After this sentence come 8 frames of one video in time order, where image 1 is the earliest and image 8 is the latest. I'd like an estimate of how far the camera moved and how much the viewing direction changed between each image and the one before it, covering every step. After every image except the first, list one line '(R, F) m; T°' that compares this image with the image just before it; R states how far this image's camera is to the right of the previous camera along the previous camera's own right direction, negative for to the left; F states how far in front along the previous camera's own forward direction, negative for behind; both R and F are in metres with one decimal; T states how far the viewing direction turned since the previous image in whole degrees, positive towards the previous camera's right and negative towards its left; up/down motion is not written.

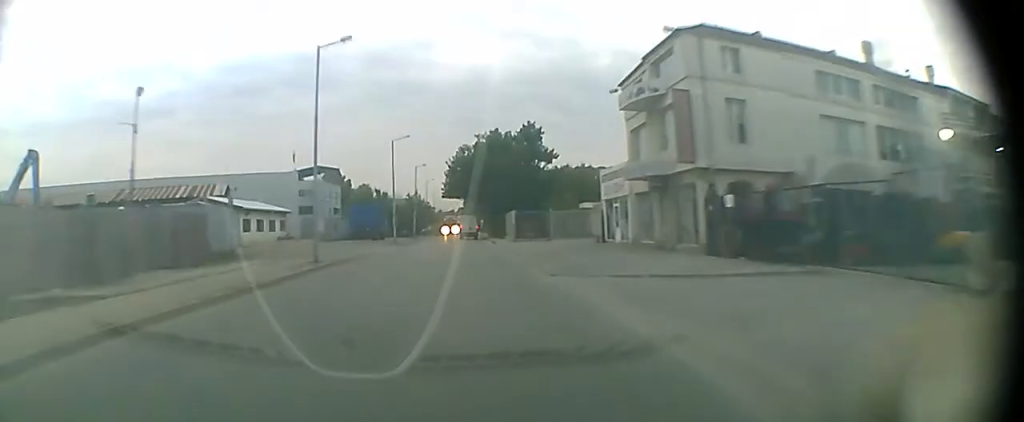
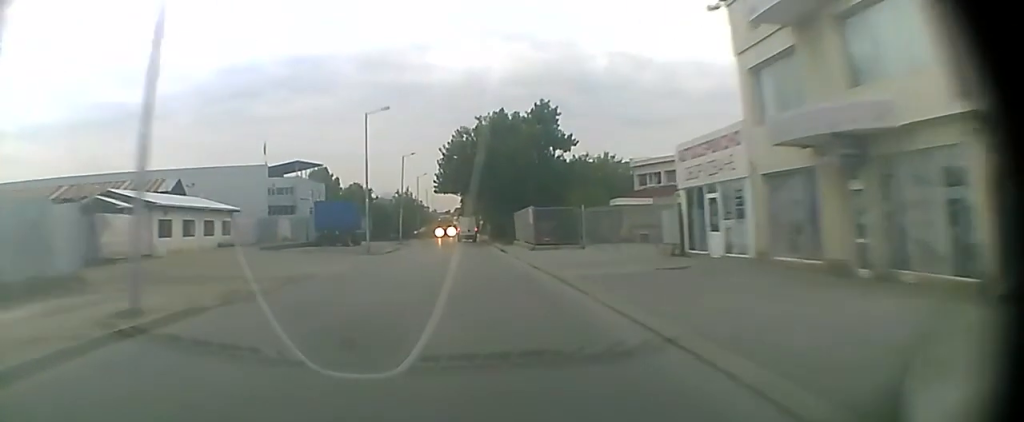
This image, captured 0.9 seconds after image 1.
(0.0, +15.5) m; 0°
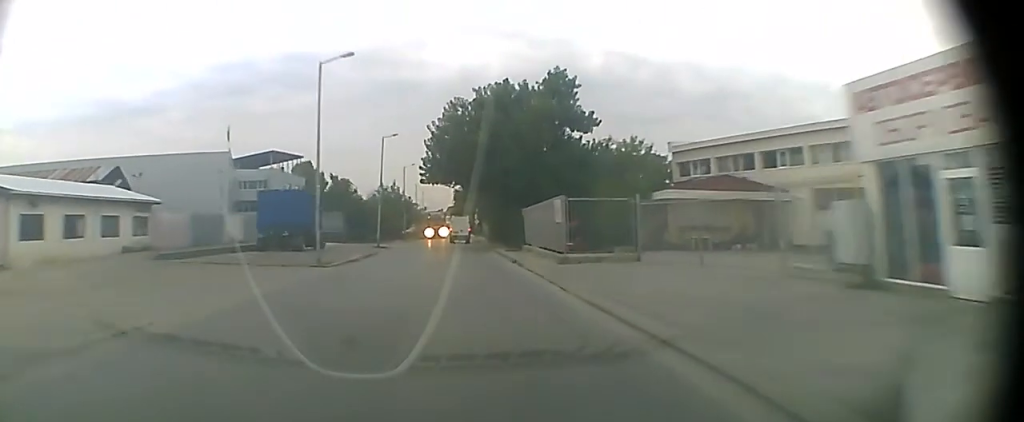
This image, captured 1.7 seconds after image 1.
(0.0, +13.1) m; 0°
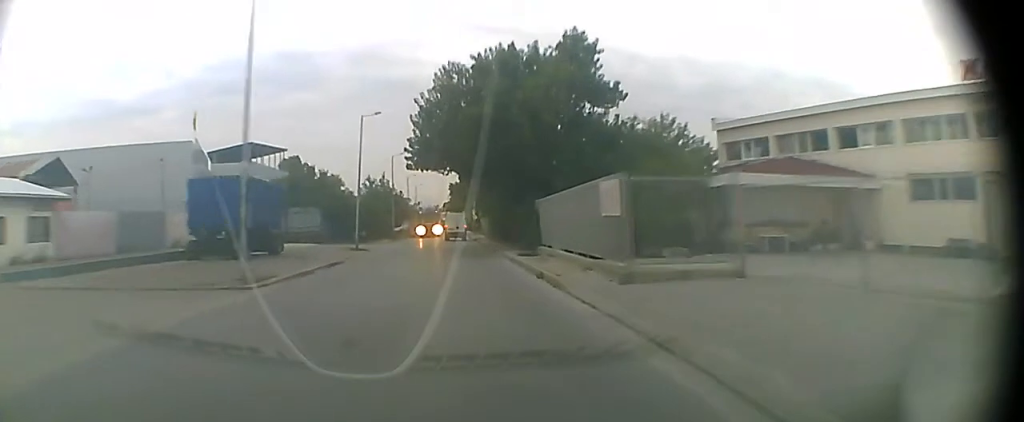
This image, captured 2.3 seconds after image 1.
(0.0, +9.7) m; 0°
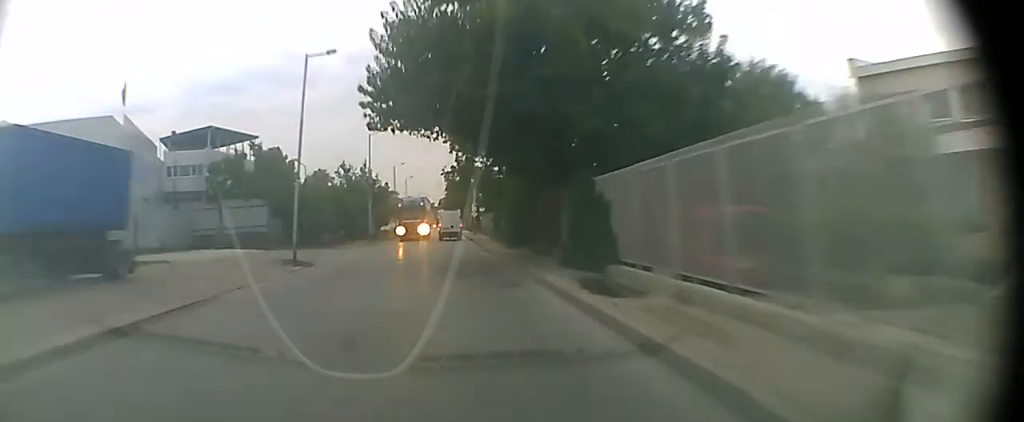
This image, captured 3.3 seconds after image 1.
(+0.1, +15.9) m; +1°
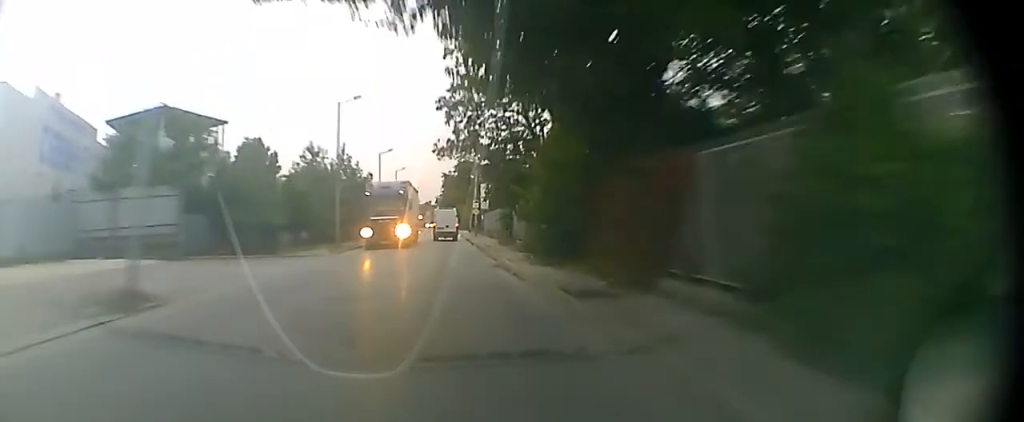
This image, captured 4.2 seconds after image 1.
(0.0, +13.6) m; 0°
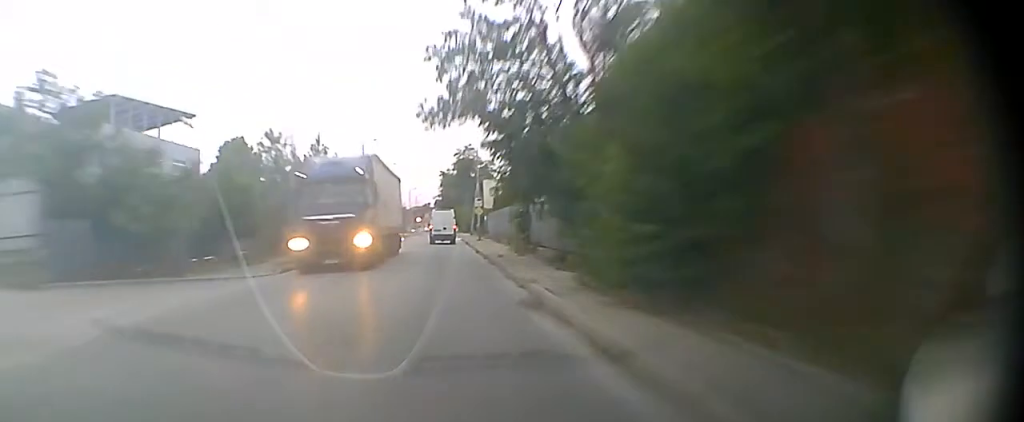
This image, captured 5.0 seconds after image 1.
(0.0, +12.4) m; 0°
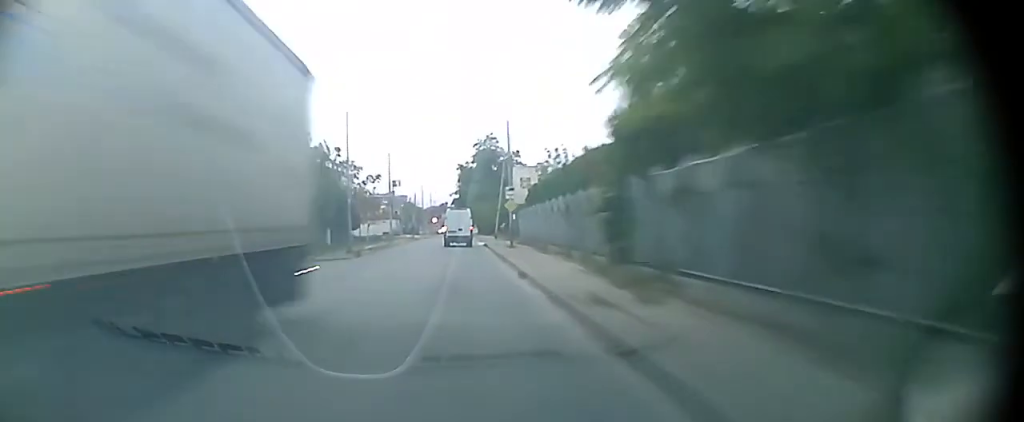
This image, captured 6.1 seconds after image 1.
(0.0, +16.2) m; 0°
